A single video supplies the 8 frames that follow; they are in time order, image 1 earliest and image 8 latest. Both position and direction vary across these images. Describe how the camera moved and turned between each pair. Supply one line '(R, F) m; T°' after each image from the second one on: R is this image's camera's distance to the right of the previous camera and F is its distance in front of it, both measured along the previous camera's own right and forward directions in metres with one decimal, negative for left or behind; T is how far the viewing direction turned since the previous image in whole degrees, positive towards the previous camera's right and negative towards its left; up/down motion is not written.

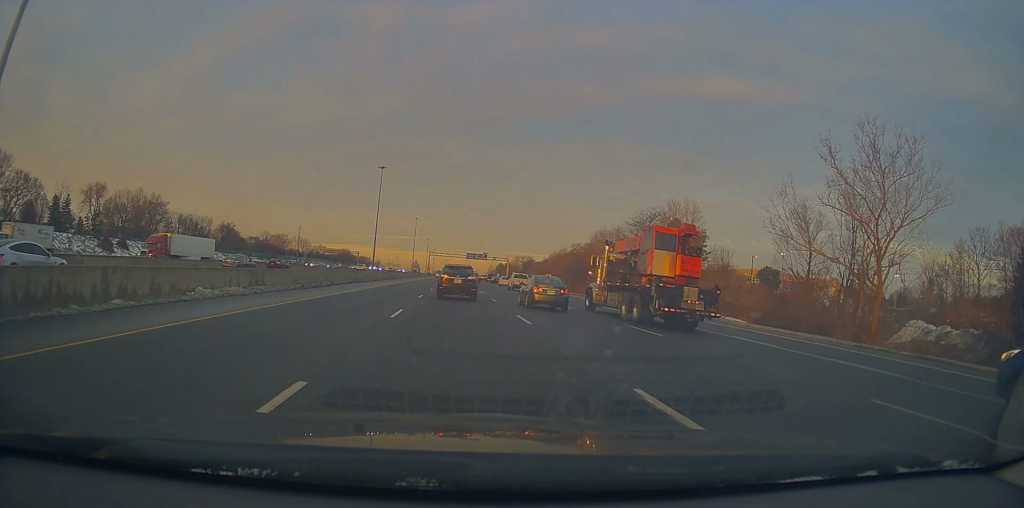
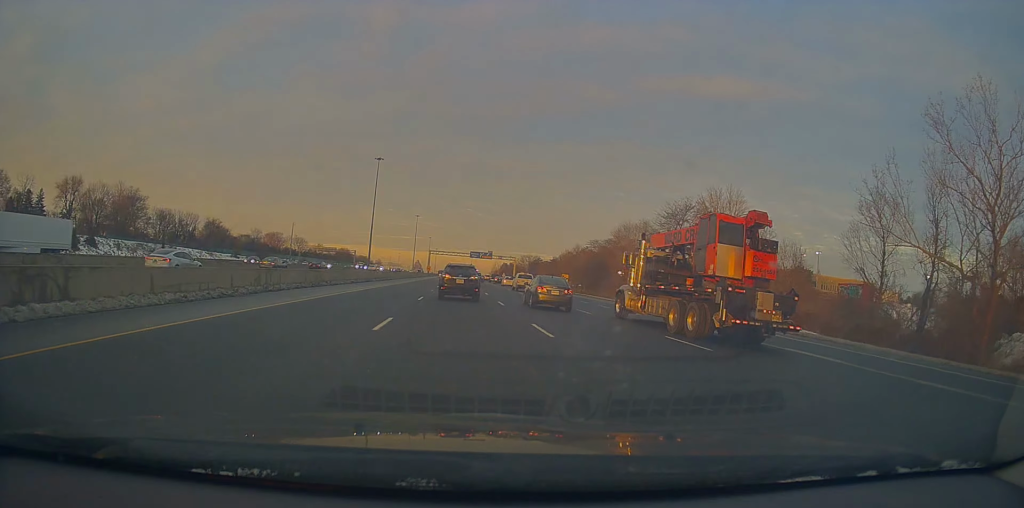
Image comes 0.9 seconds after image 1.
(+0.1, +15.2) m; -1°
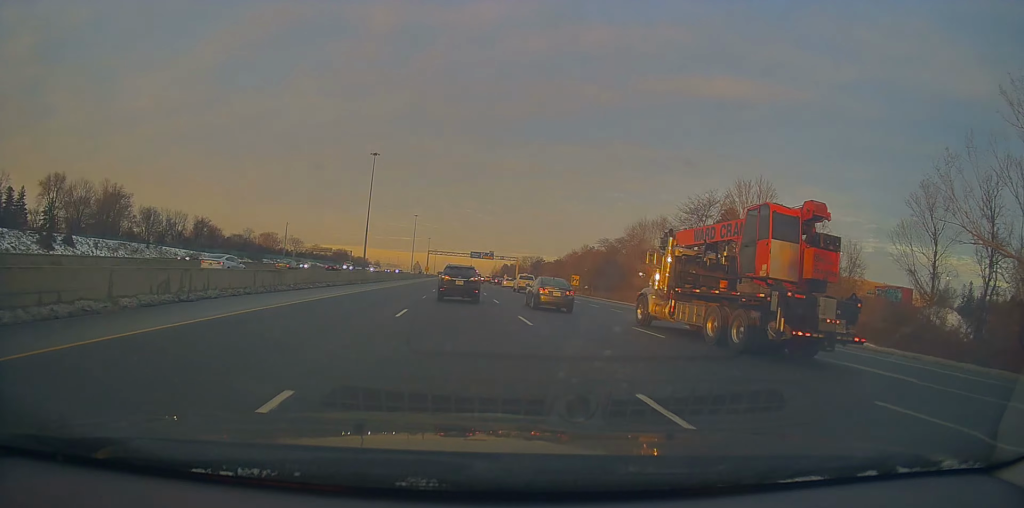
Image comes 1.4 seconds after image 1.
(-0.2, +8.8) m; 0°
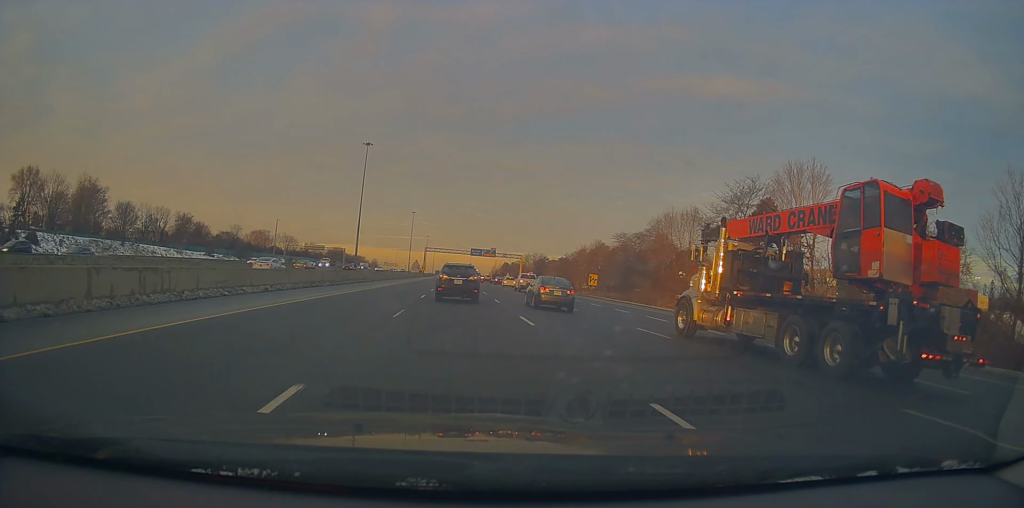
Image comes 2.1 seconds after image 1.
(-0.3, +12.4) m; 0°
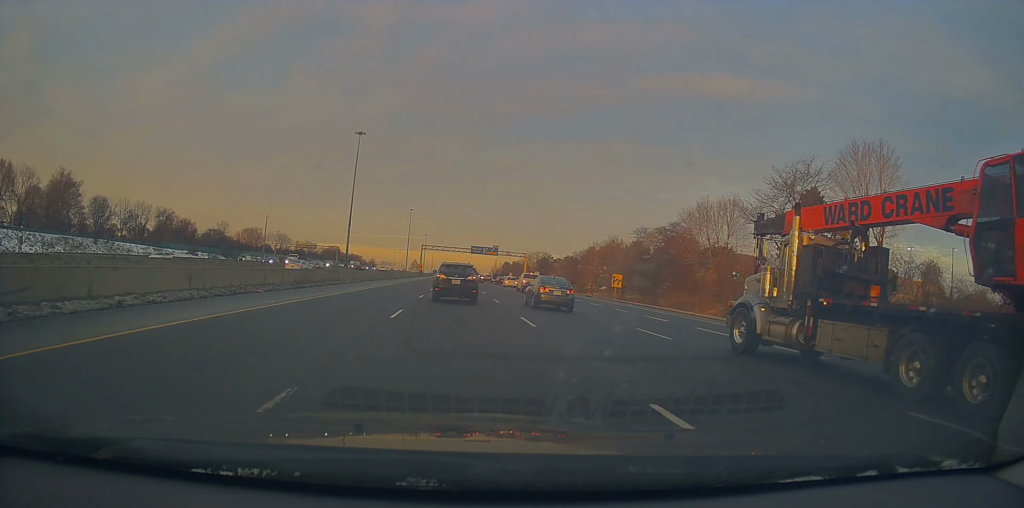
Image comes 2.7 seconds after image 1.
(+0.4, +12.0) m; +1°
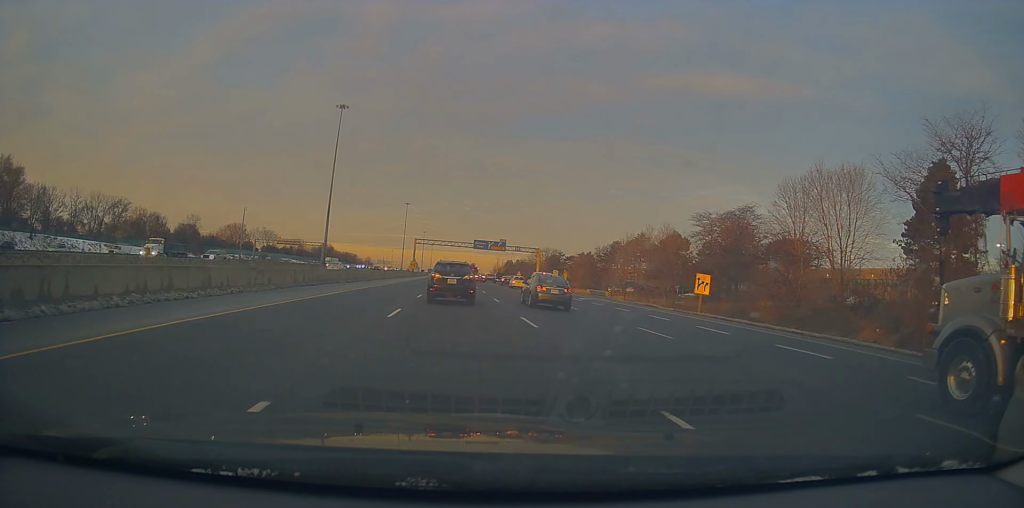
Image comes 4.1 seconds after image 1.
(+0.3, +24.3) m; 0°
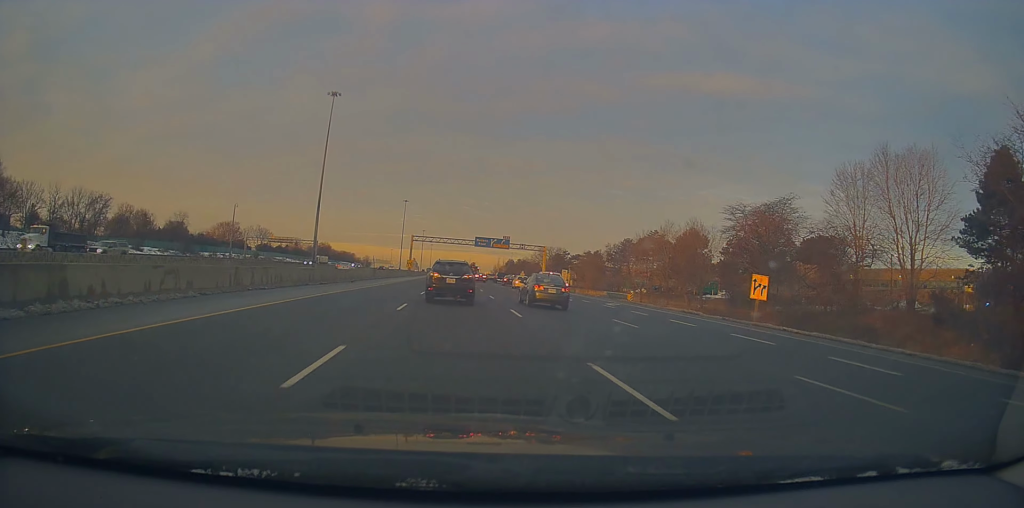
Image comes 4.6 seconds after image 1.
(0.0, +9.1) m; 0°
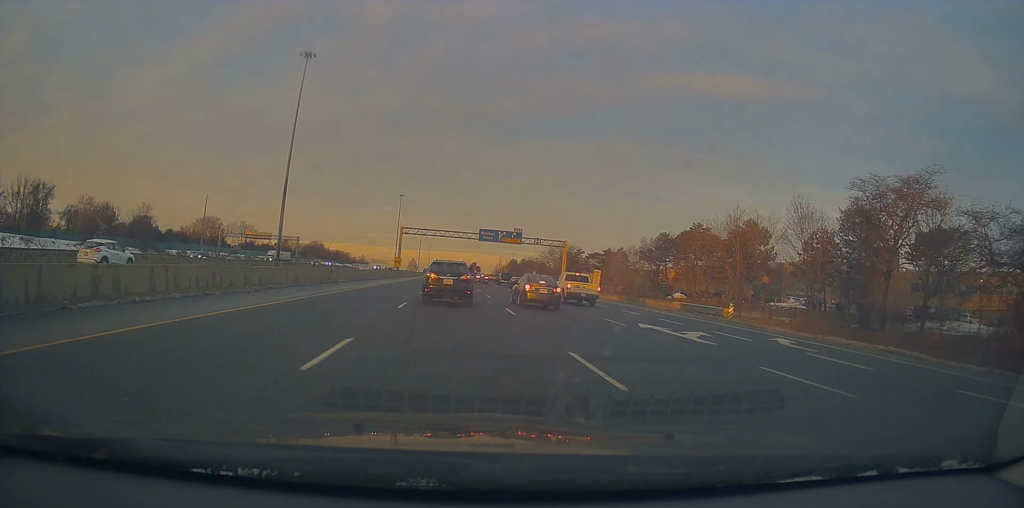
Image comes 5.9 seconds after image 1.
(0.0, +23.3) m; -2°
